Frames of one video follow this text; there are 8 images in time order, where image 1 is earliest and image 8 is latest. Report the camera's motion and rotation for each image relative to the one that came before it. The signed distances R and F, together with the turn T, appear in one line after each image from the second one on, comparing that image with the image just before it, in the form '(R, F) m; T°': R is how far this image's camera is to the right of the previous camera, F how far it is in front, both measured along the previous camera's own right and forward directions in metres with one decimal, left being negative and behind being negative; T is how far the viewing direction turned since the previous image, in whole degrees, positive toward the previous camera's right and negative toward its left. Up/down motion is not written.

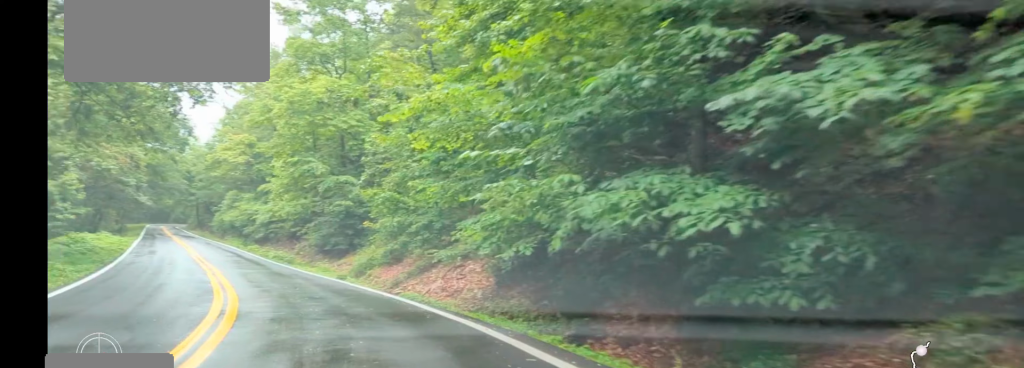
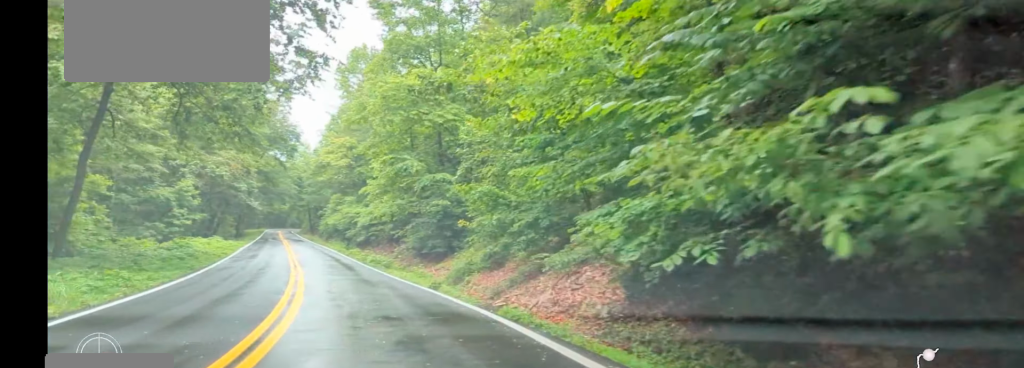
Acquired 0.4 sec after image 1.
(-0.6, +4.1) m; -7°
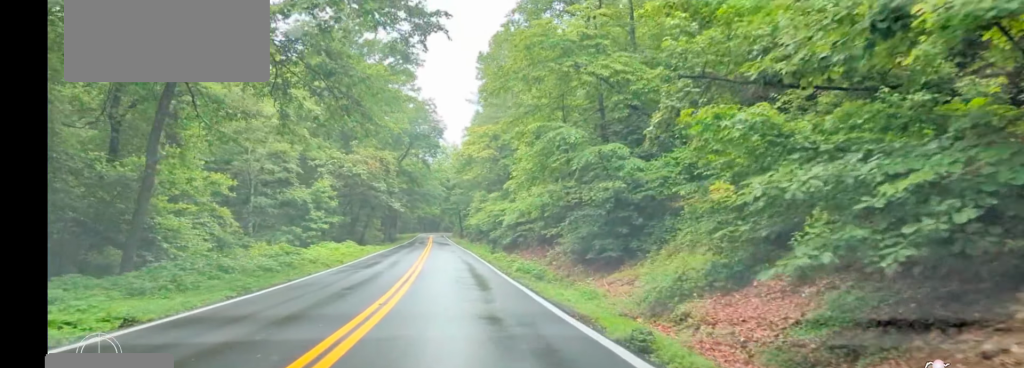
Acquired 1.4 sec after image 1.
(-1.4, +10.6) m; -11°
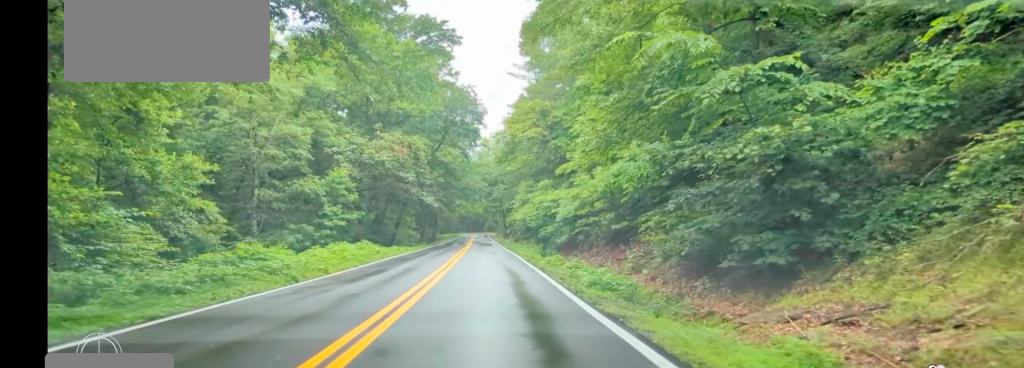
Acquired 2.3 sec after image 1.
(-0.6, +9.9) m; -5°
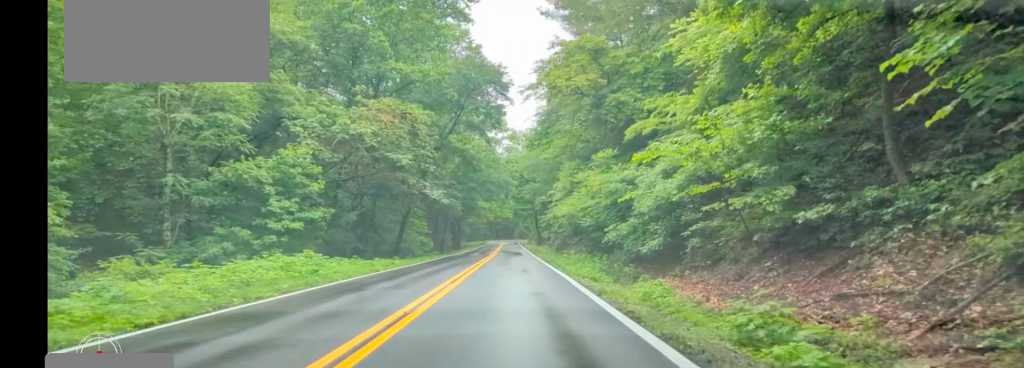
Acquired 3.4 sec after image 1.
(-0.5, +15.5) m; -2°
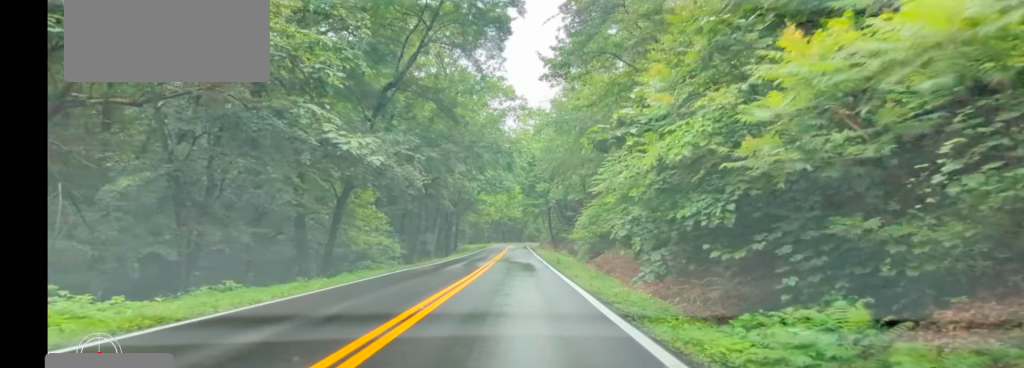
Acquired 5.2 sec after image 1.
(0.0, +24.6) m; 0°
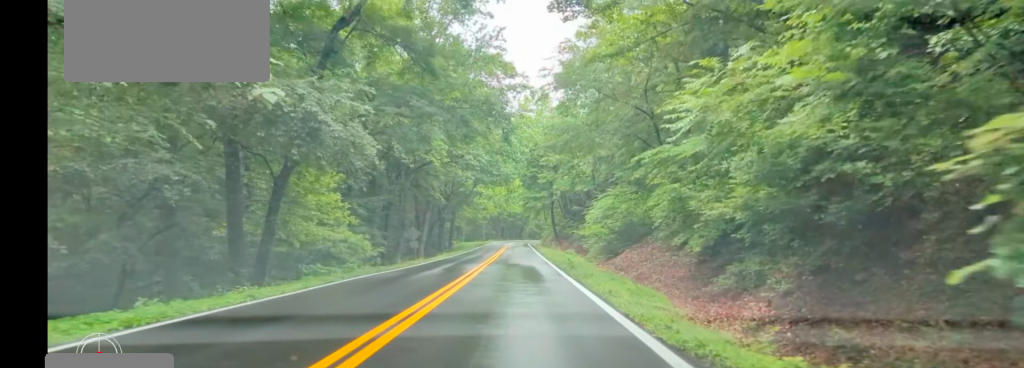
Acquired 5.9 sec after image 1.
(0.0, +10.3) m; 0°
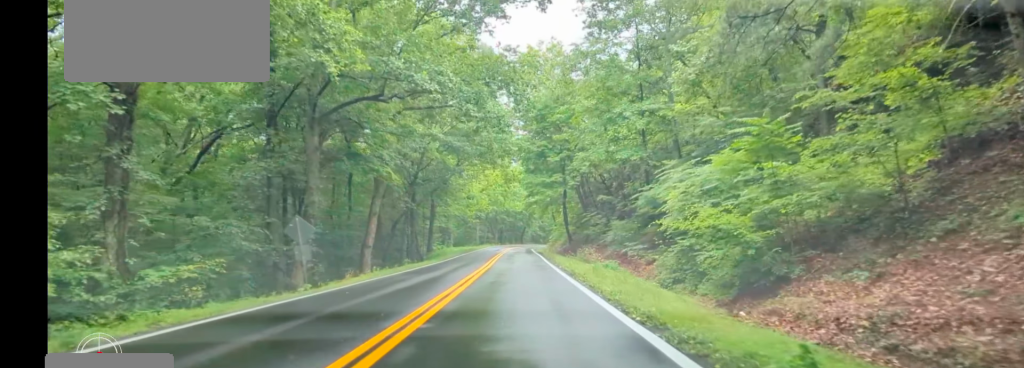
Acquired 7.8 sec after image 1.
(-0.7, +26.9) m; -1°
